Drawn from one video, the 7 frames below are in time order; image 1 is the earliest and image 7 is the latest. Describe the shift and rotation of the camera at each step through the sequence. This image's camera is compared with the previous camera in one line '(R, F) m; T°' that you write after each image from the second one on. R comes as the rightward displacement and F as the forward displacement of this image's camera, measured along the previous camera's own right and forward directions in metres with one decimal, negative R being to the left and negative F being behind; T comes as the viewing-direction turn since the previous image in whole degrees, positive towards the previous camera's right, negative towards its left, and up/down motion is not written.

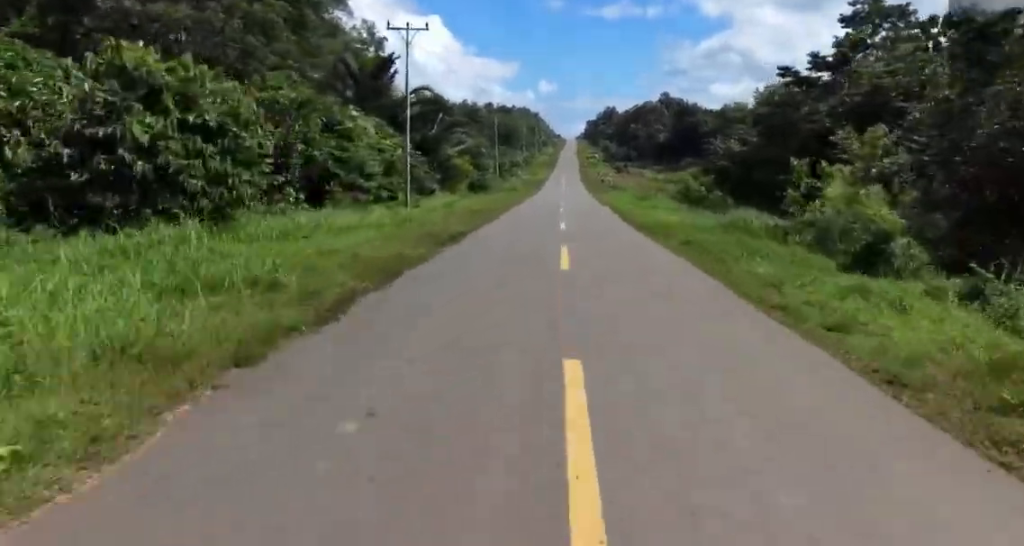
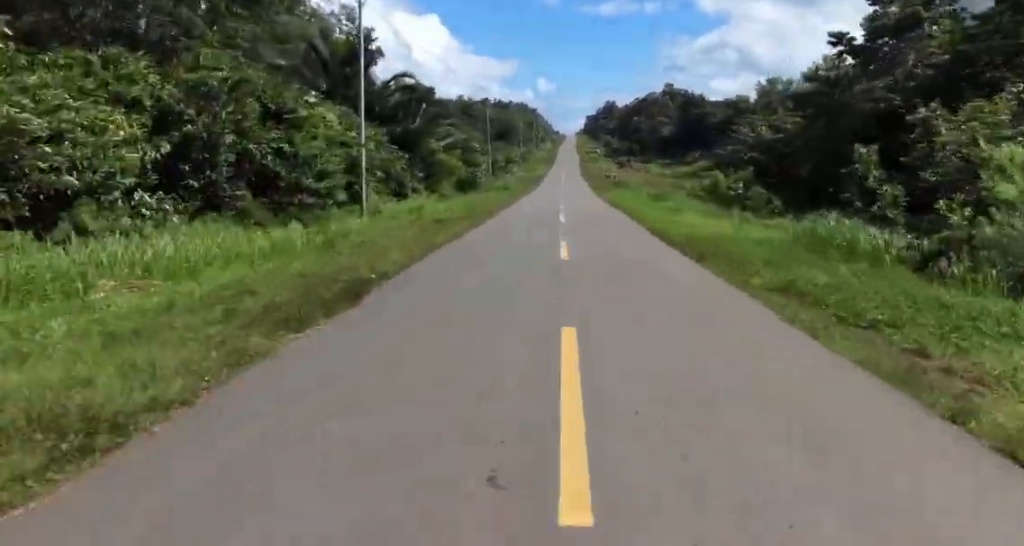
(+0.5, +7.7) m; +1°
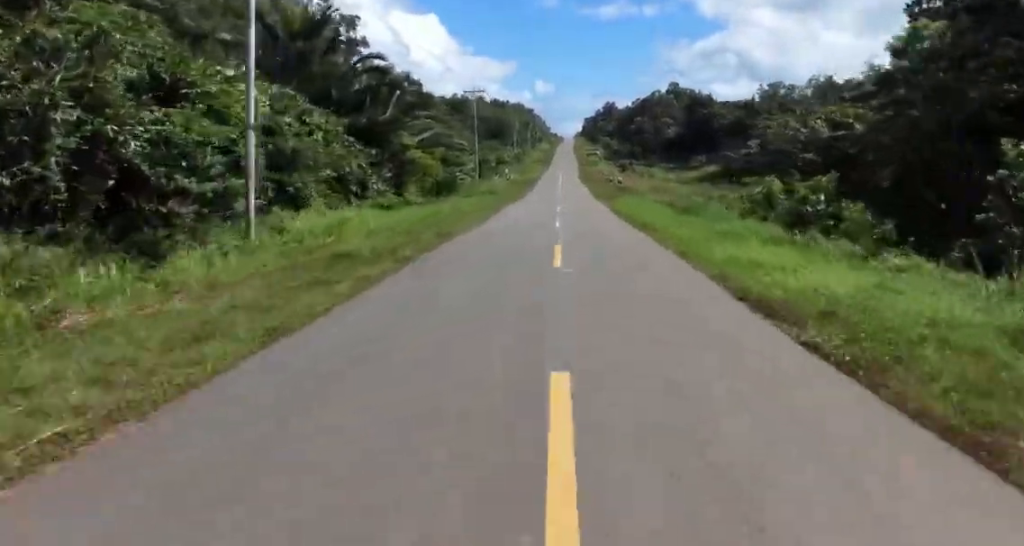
(+0.4, +9.5) m; +1°
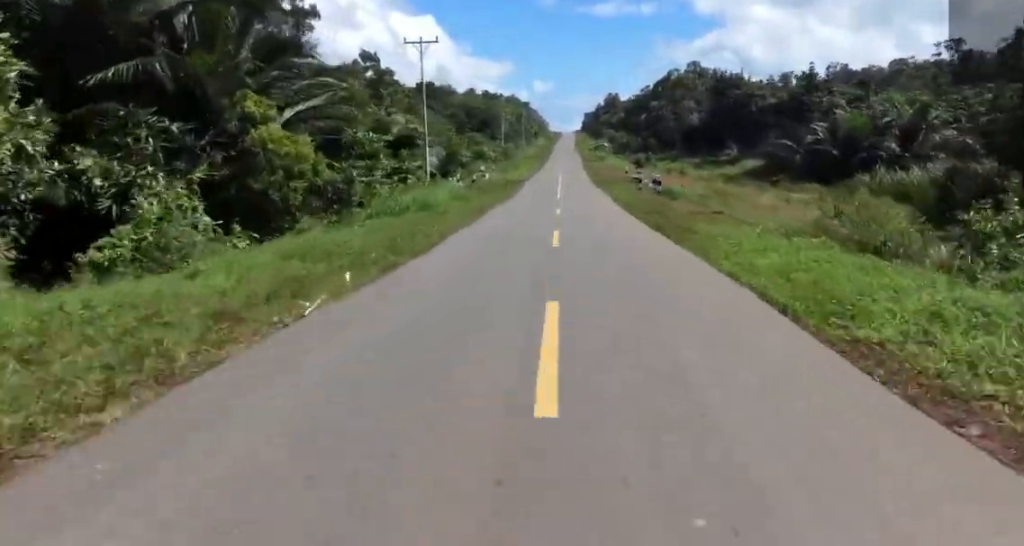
(-0.4, +23.1) m; +1°
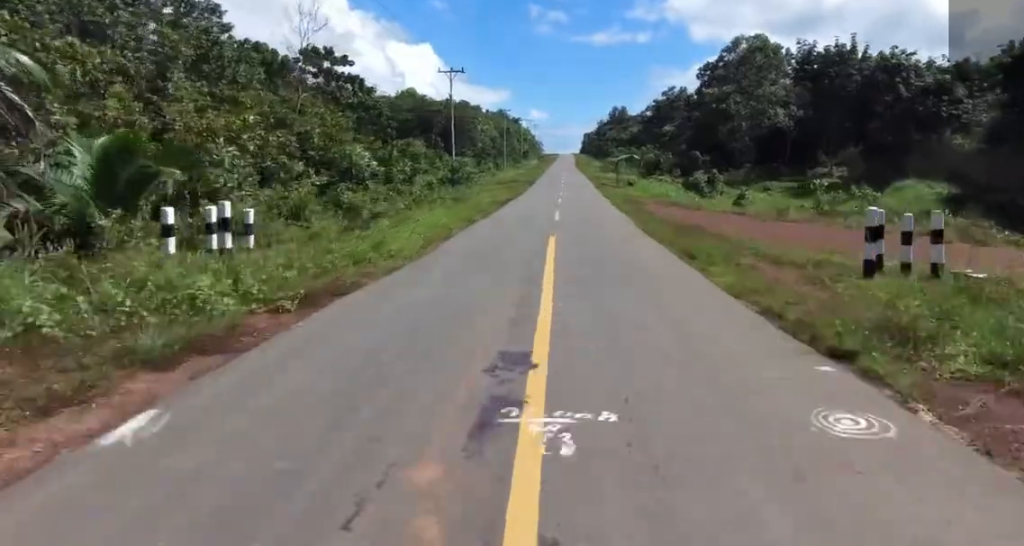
(+1.2, +42.8) m; +1°
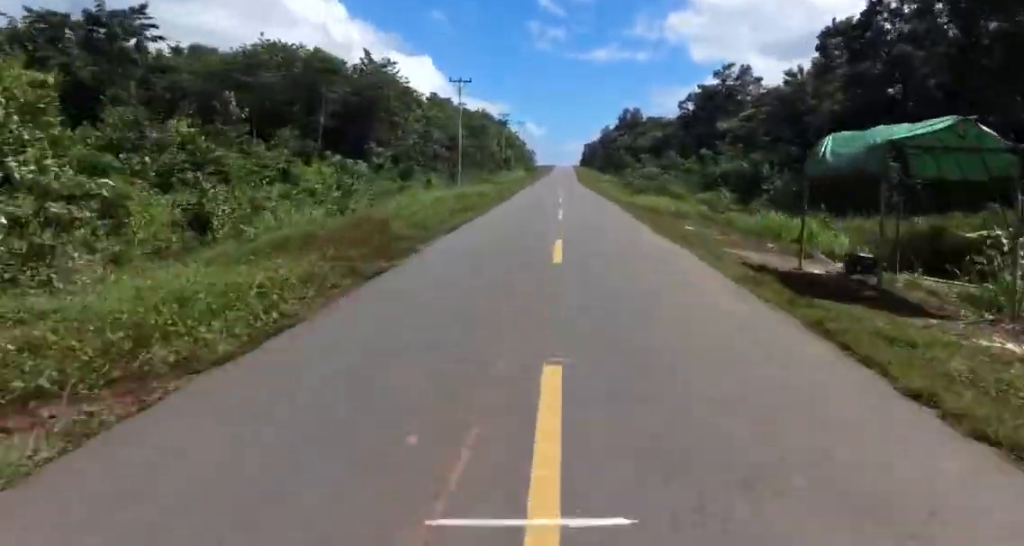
(+1.0, +43.3) m; +2°
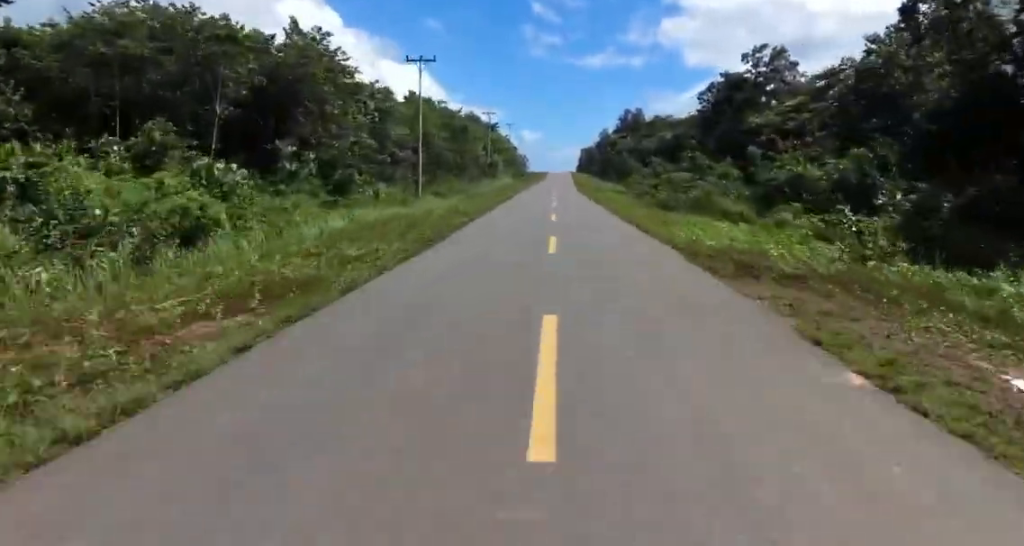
(+0.2, +14.9) m; -2°
